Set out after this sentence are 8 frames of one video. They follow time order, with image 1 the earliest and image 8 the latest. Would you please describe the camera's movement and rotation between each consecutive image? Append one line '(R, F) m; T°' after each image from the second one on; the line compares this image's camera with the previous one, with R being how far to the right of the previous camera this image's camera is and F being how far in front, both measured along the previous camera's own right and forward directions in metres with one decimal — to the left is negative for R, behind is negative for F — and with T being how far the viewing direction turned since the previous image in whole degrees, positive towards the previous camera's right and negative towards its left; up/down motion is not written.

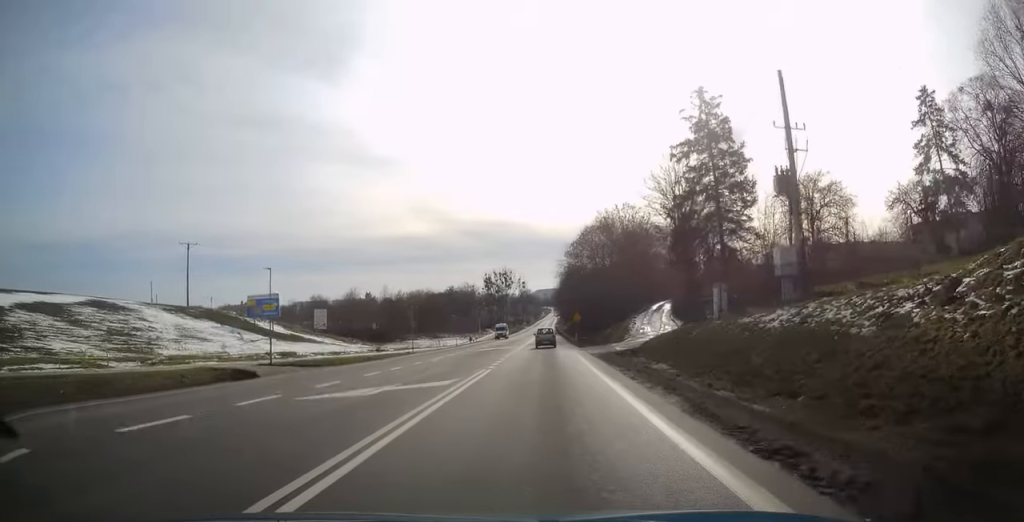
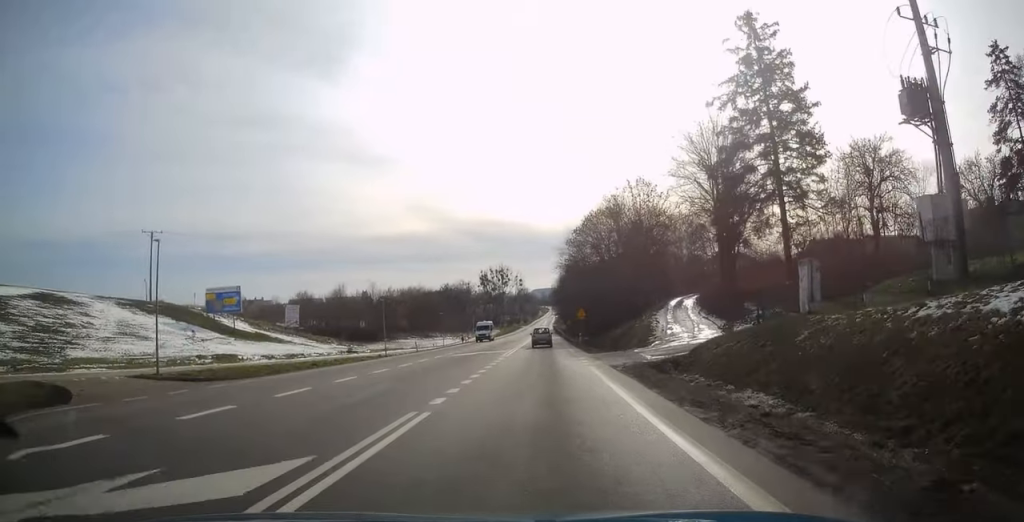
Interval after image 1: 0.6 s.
(0.0, +10.6) m; 0°
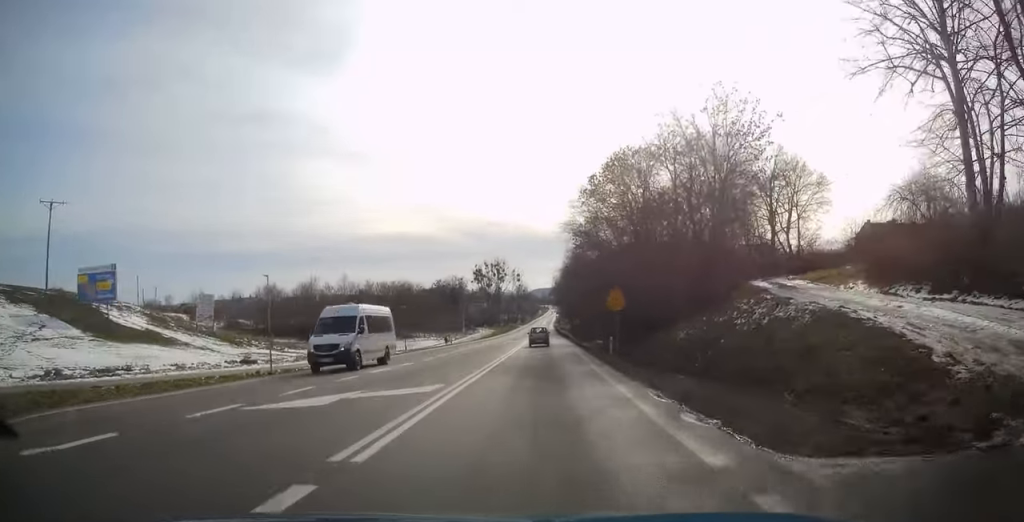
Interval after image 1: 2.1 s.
(0.0, +24.0) m; 0°
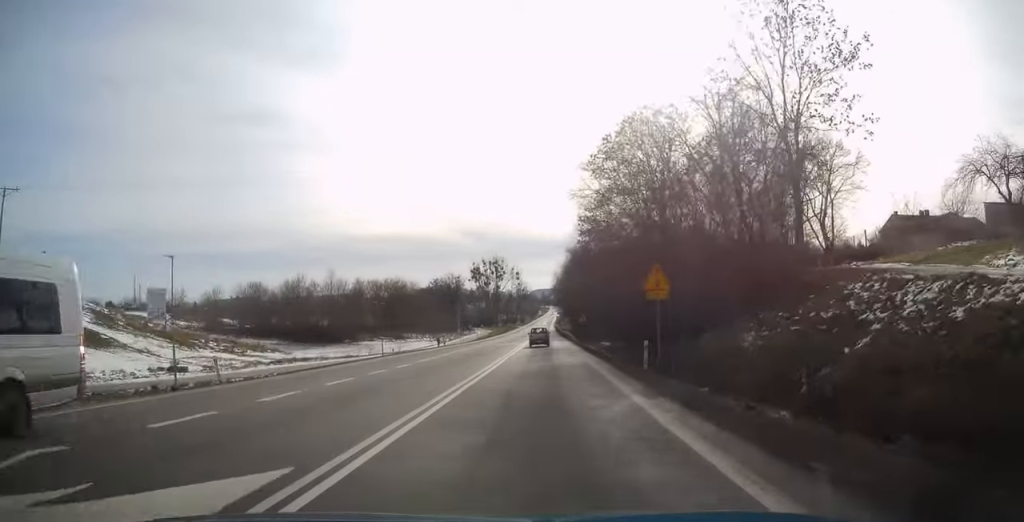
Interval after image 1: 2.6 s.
(0.0, +9.3) m; 0°
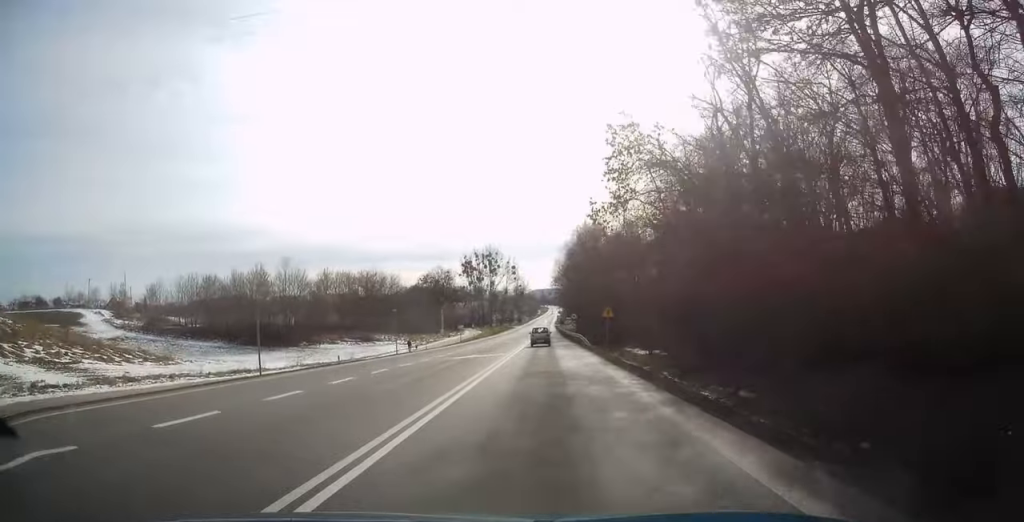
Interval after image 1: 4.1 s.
(0.0, +24.3) m; 0°
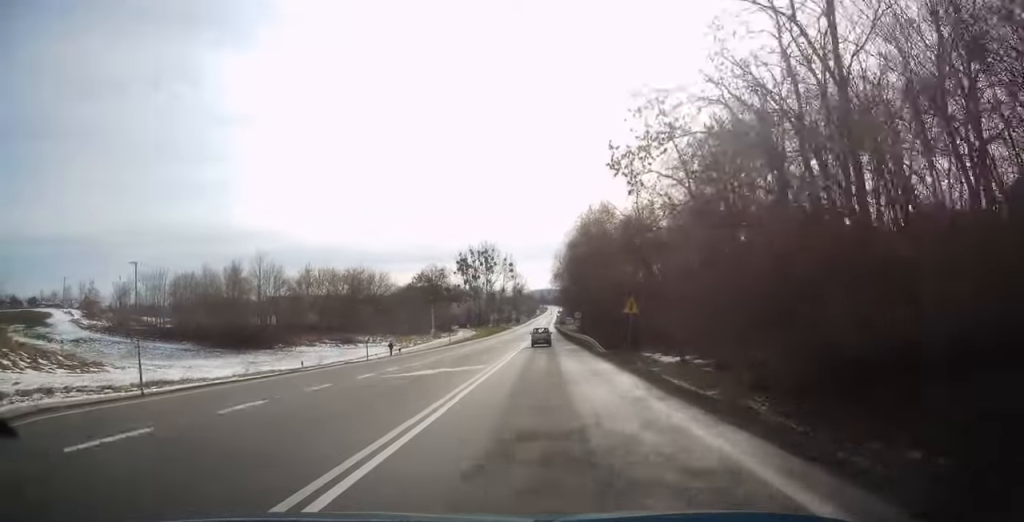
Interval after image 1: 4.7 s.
(0.0, +10.3) m; 0°
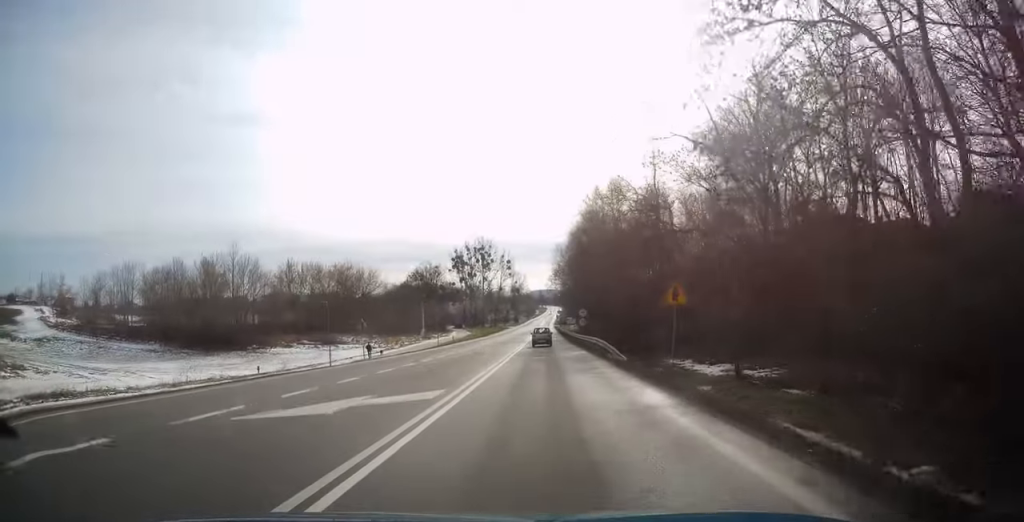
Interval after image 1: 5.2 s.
(0.0, +9.2) m; 0°
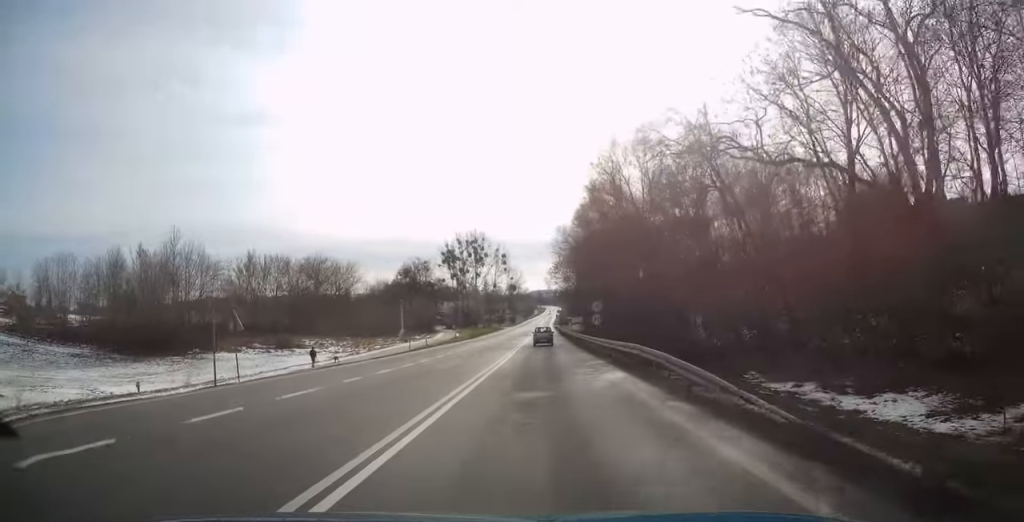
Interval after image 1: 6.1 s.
(+0.1, +16.2) m; 0°
